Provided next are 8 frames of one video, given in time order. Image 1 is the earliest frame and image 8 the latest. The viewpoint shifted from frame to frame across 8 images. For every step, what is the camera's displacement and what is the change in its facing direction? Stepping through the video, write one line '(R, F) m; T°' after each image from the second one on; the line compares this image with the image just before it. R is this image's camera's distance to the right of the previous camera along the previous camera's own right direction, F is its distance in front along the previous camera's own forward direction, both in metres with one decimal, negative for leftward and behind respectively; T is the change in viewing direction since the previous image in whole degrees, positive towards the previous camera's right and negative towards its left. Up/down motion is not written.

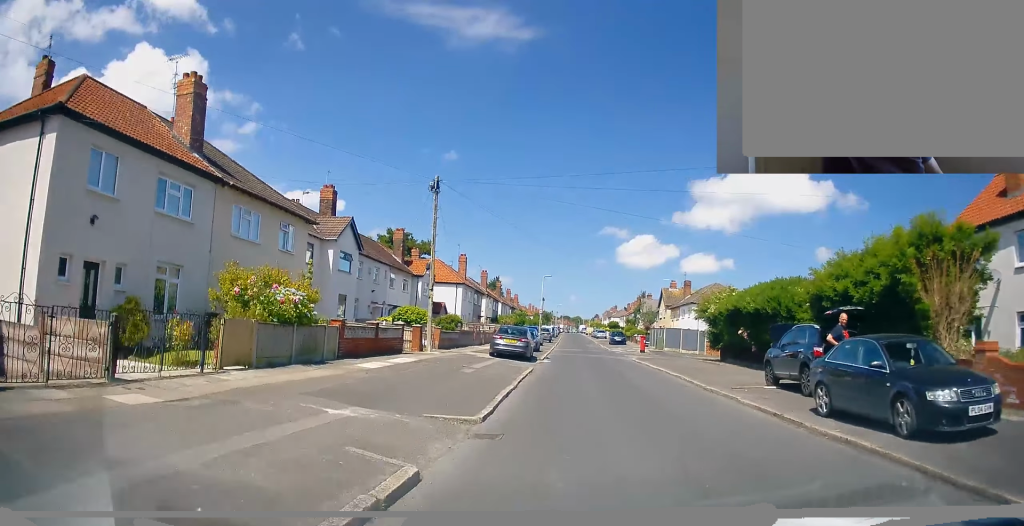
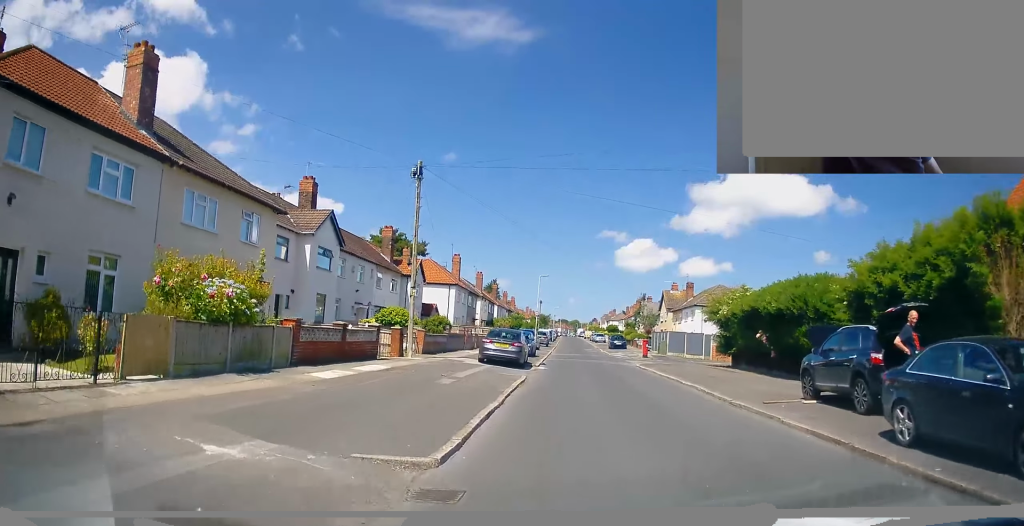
(+0.1, +2.8) m; +1°
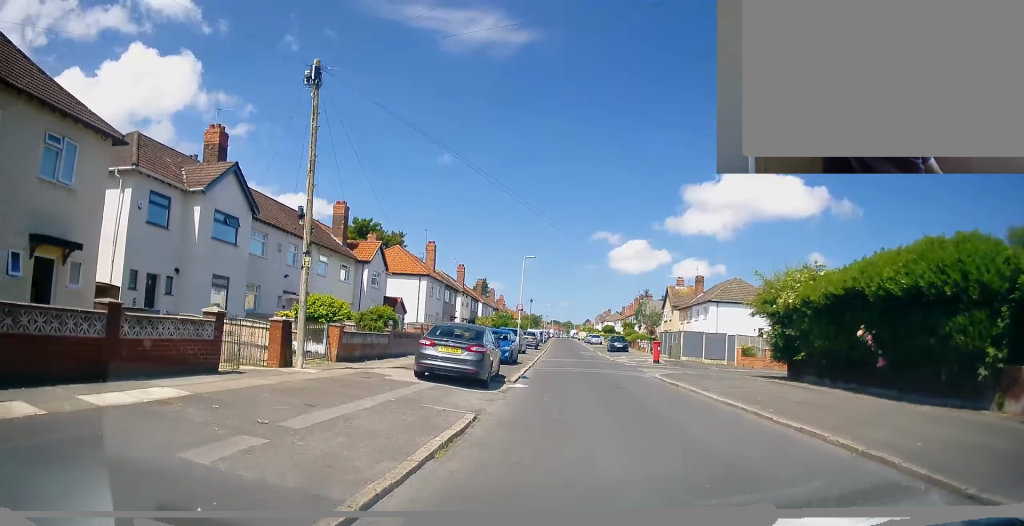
(0.0, +9.0) m; 0°
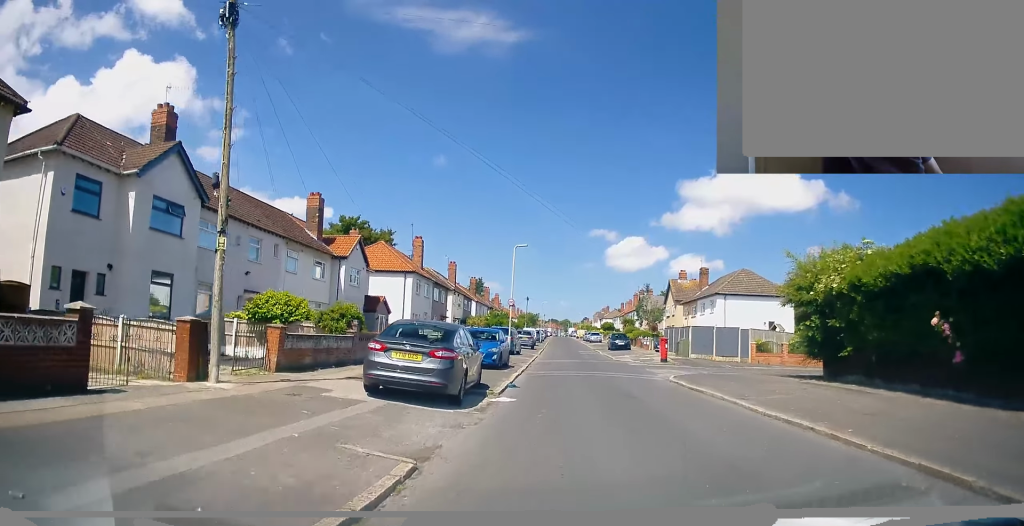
(+0.1, +3.6) m; 0°
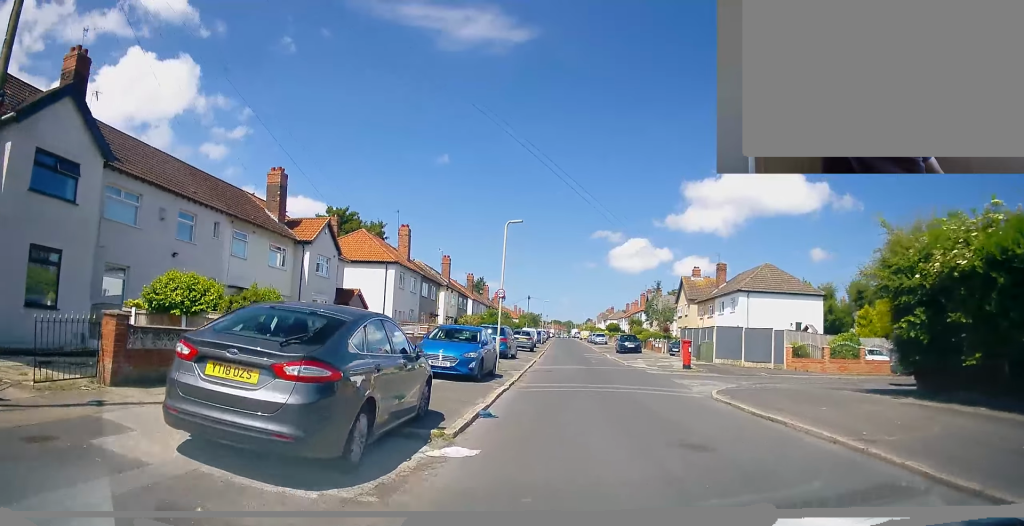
(-0.2, +5.8) m; -4°
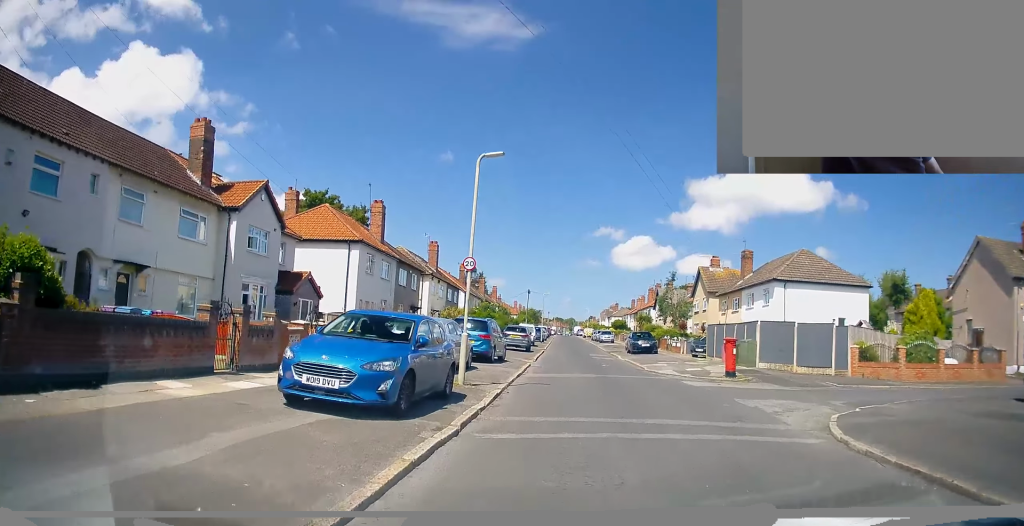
(-0.2, +7.7) m; 0°
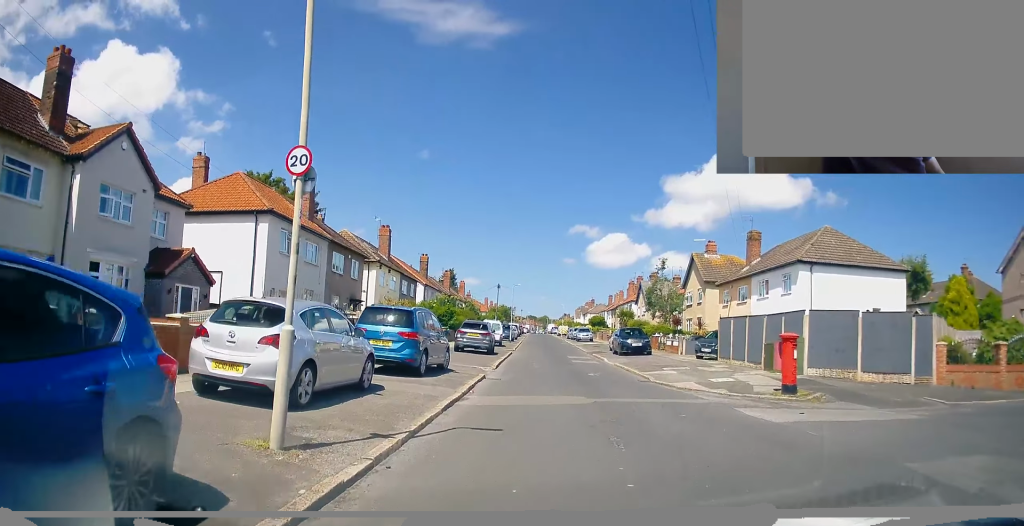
(+0.8, +8.8) m; +3°
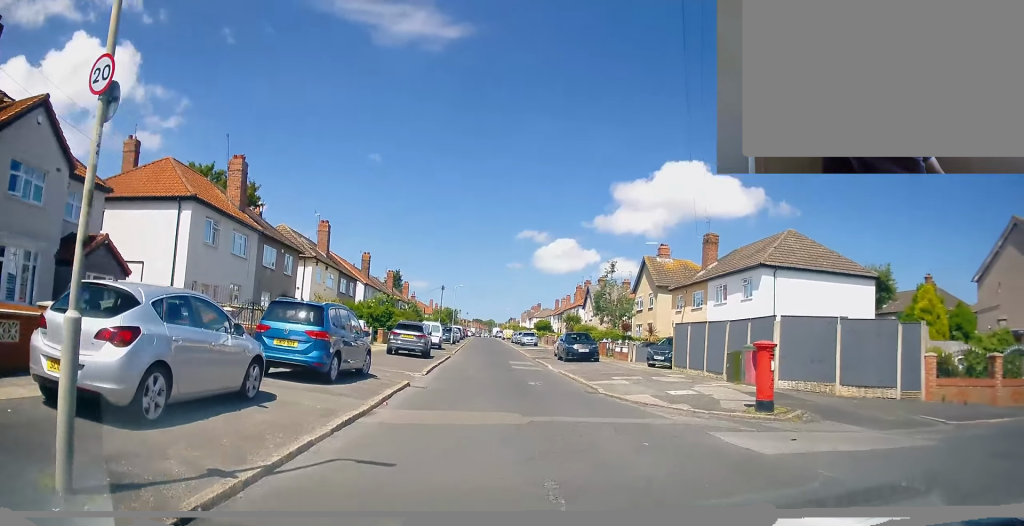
(-0.4, +2.3) m; +3°
